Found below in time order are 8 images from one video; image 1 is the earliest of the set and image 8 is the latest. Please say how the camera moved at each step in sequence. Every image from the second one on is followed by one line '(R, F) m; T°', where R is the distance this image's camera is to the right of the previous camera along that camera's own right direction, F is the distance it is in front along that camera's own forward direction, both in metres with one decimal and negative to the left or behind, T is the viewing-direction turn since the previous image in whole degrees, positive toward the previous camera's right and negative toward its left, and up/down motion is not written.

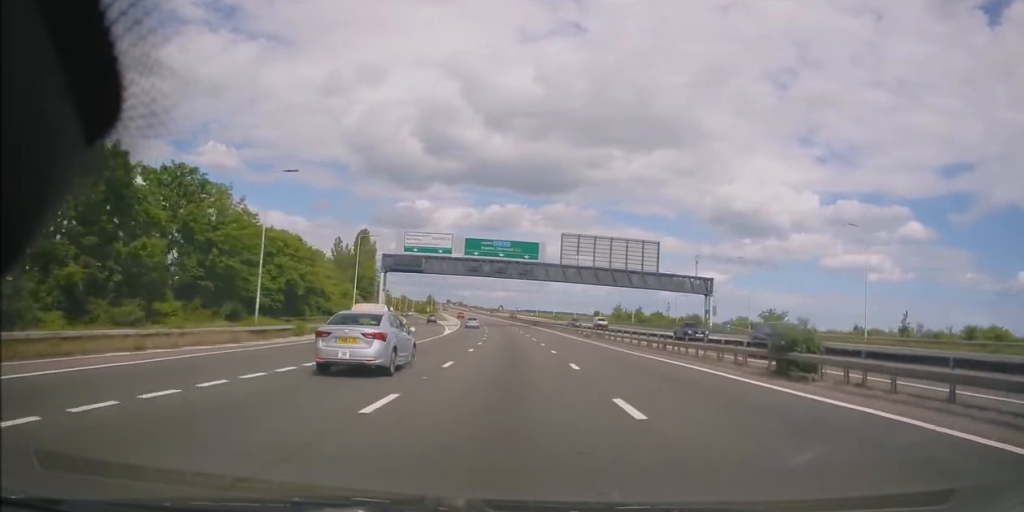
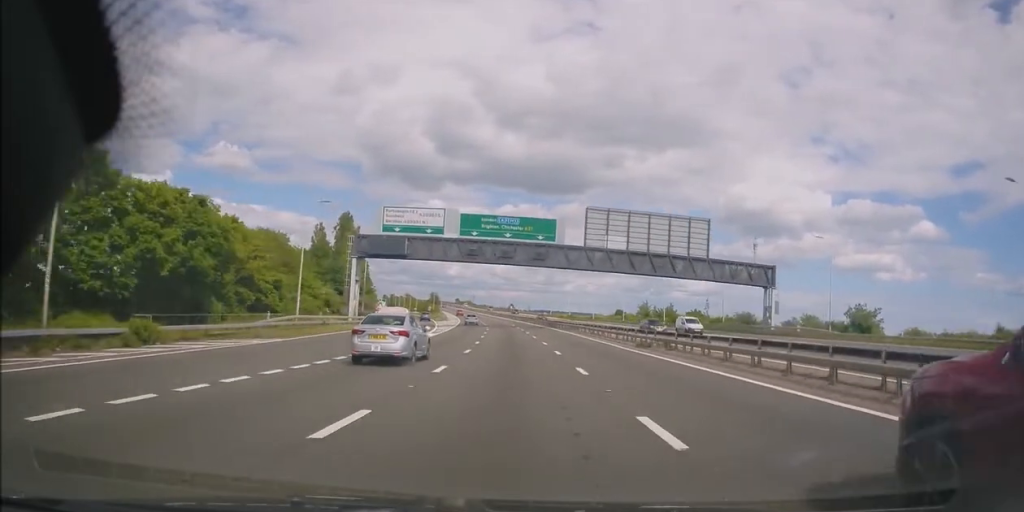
(-0.4, +20.0) m; -2°
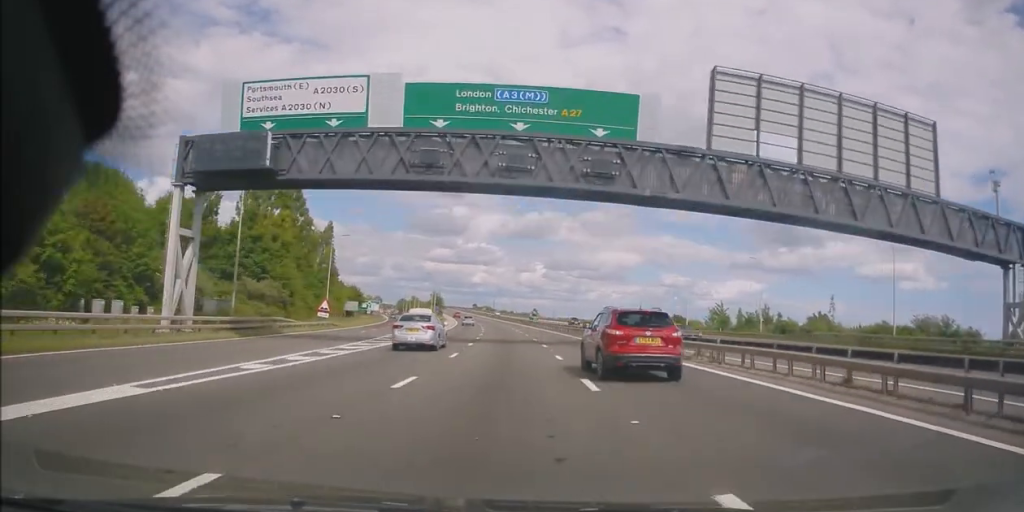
(-0.8, +40.0) m; -2°
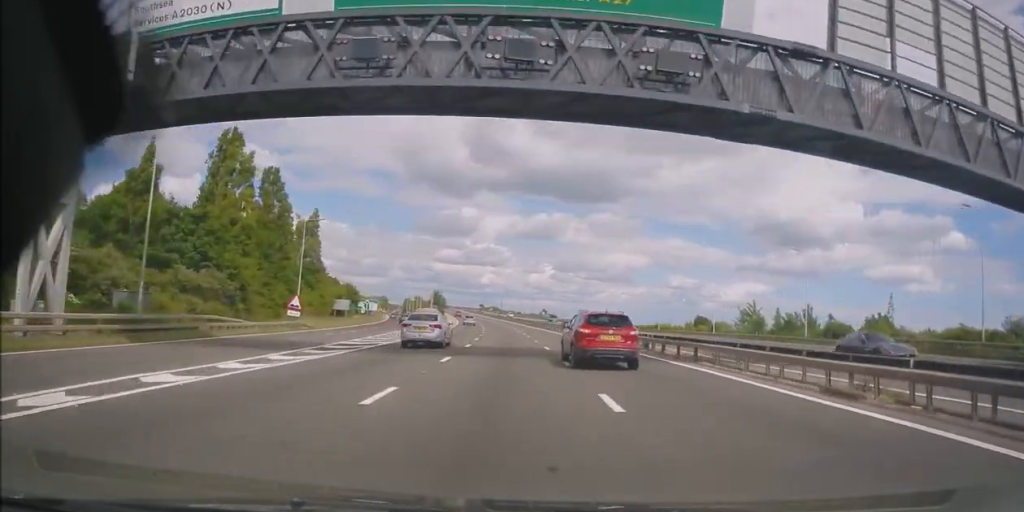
(0.0, +11.3) m; -1°
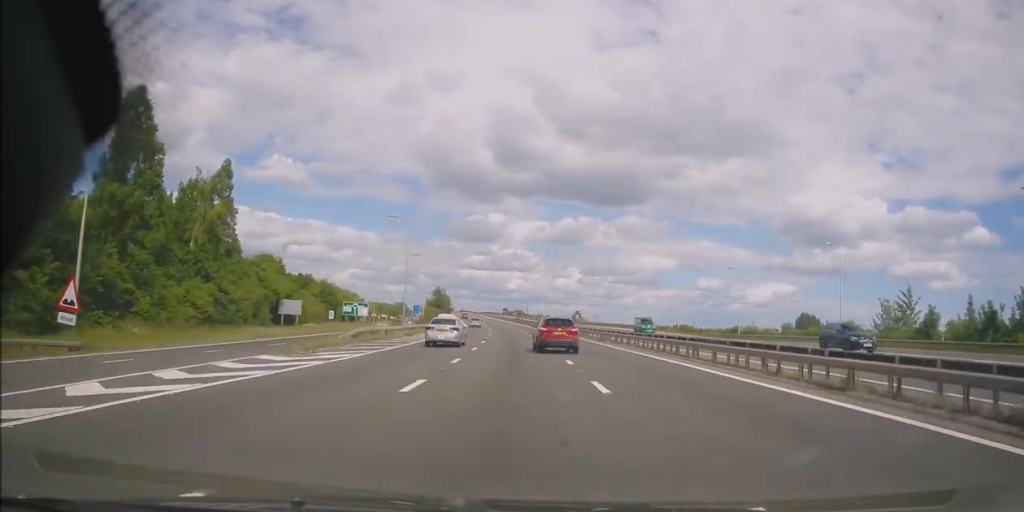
(-0.5, +34.3) m; -2°
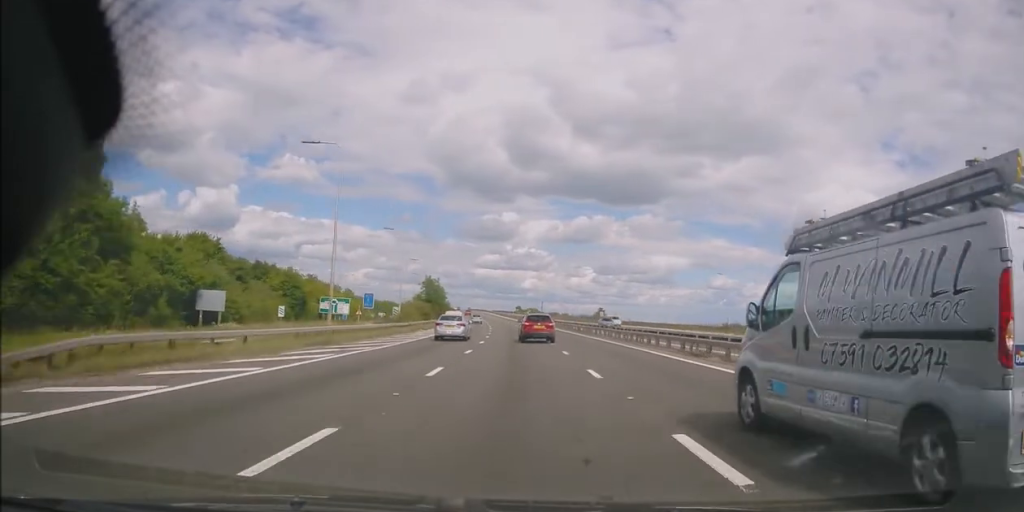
(-0.4, +23.3) m; -1°
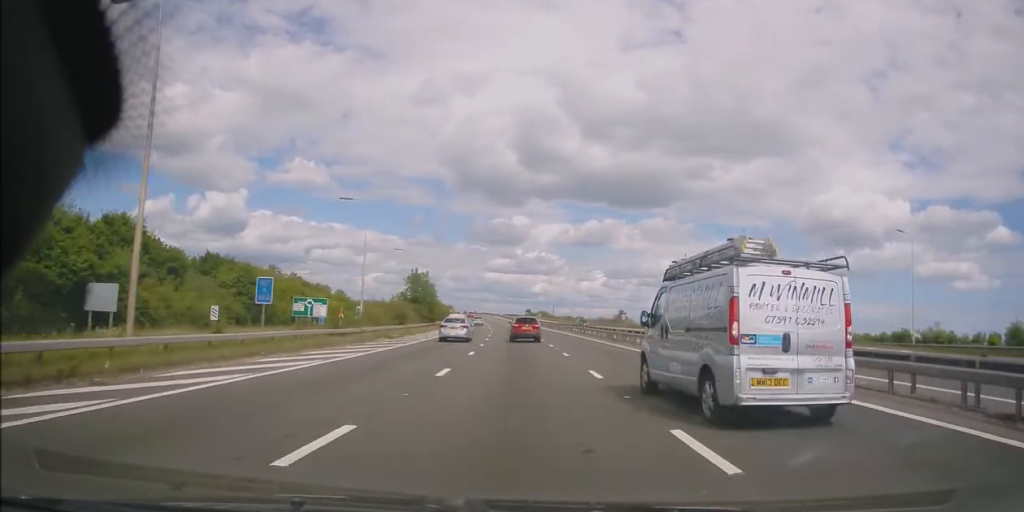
(-0.2, +17.2) m; -1°
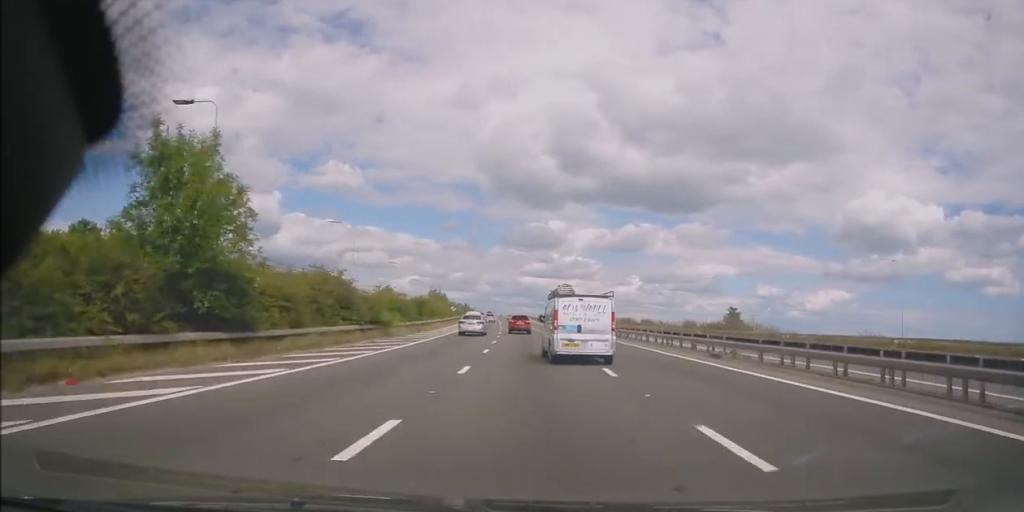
(-1.0, +52.6) m; -4°
